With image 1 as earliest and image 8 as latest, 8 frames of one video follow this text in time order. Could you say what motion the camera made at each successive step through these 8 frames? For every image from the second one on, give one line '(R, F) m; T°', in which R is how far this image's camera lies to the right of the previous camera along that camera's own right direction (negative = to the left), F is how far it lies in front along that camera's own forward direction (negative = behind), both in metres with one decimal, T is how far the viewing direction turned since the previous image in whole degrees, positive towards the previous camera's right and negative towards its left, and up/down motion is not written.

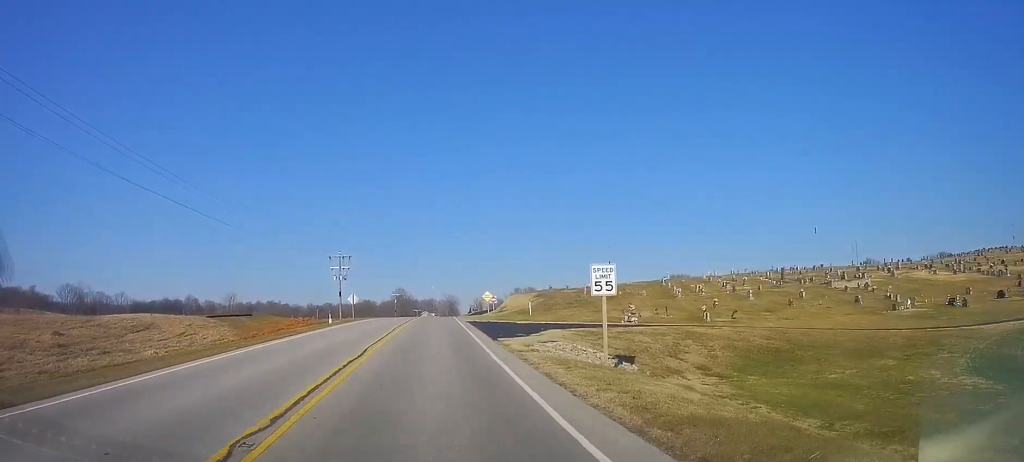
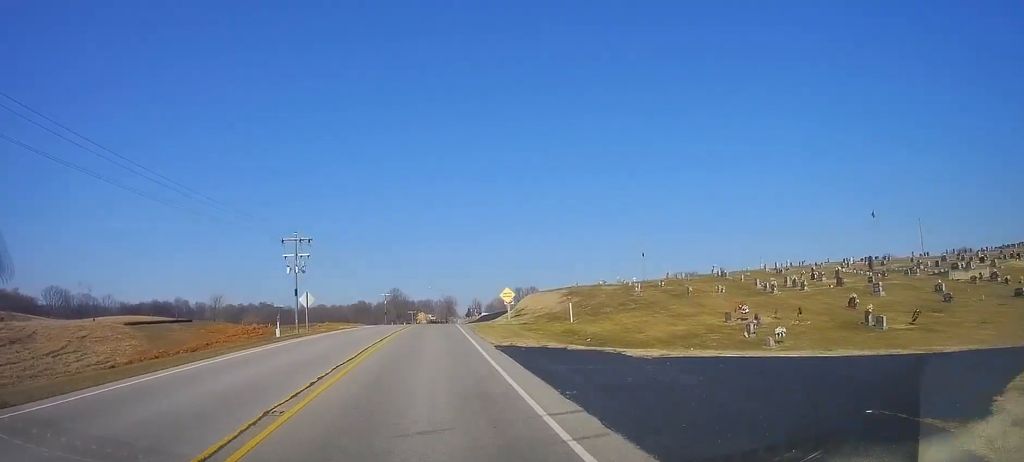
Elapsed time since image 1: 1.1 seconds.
(0.0, +23.0) m; 0°
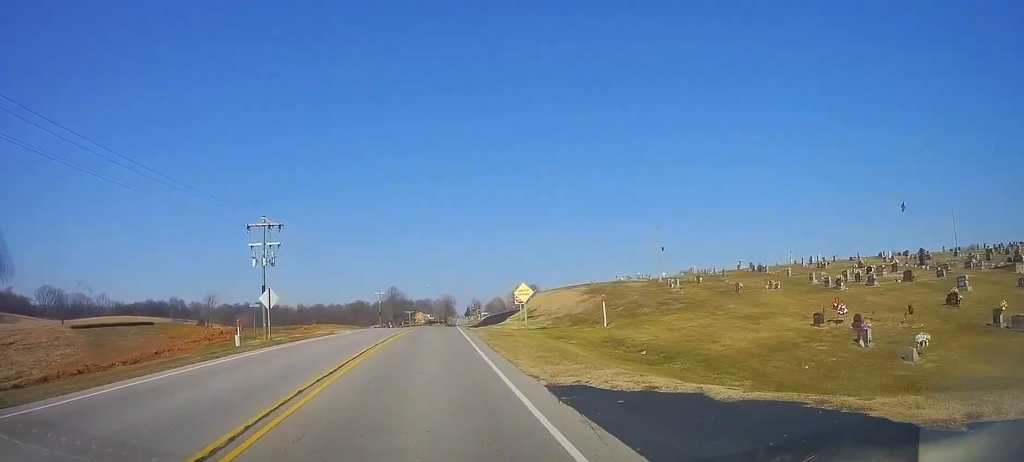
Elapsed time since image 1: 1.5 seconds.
(+0.1, +10.2) m; 0°
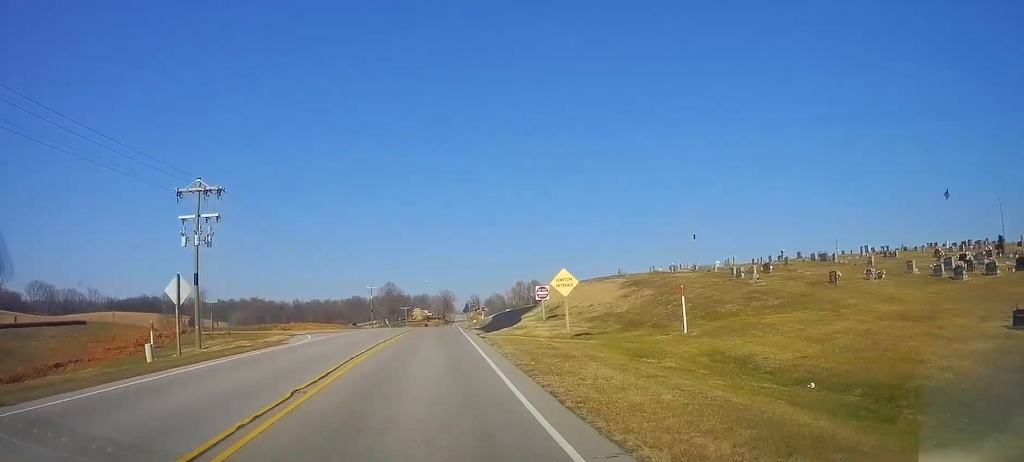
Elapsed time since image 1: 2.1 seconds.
(-0.2, +12.9) m; +1°
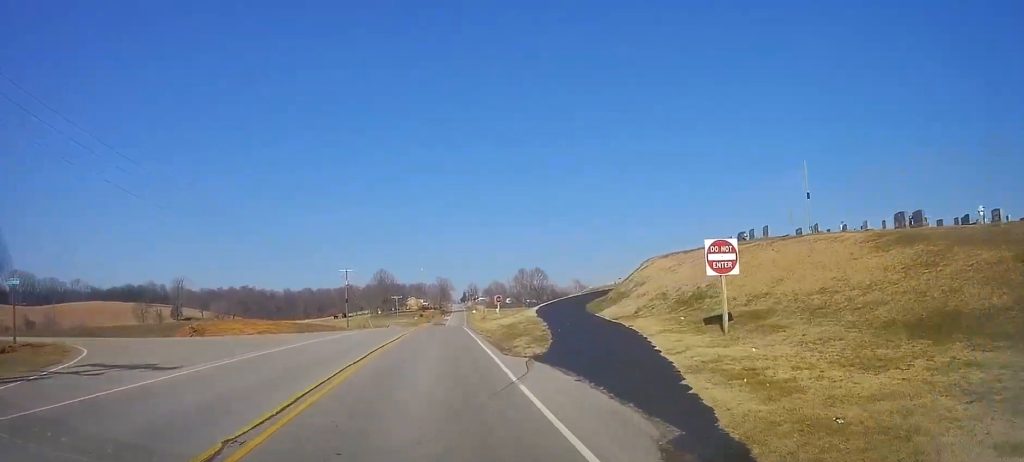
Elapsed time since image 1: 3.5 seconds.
(+0.6, +28.2) m; +1°
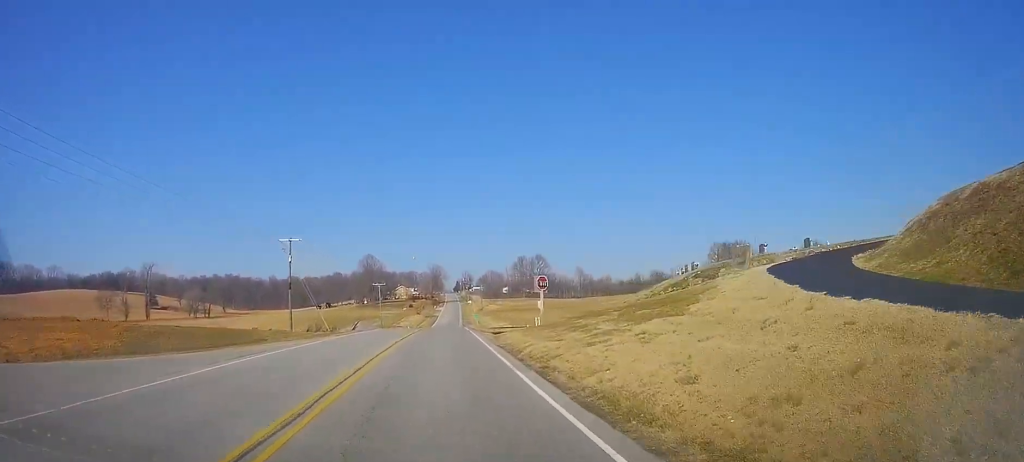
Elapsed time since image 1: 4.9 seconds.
(-0.2, +29.6) m; 0°
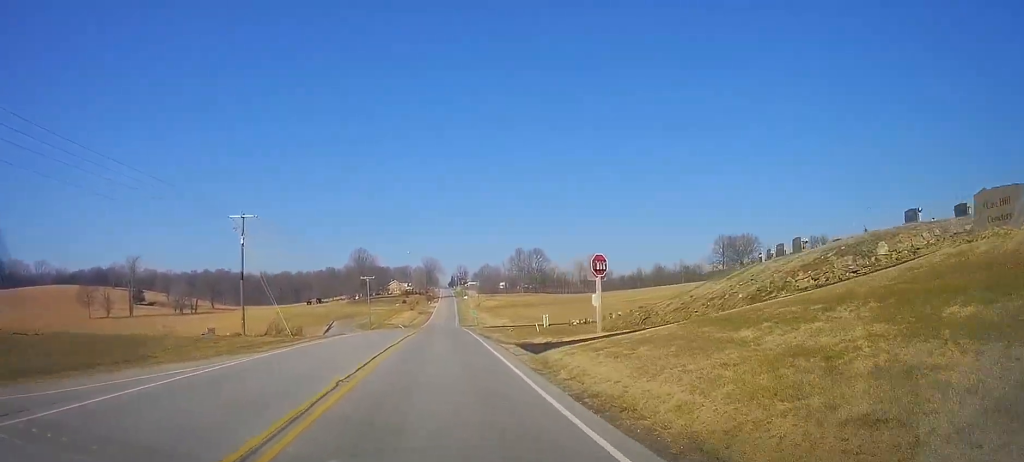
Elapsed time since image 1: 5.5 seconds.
(+0.2, +12.6) m; 0°
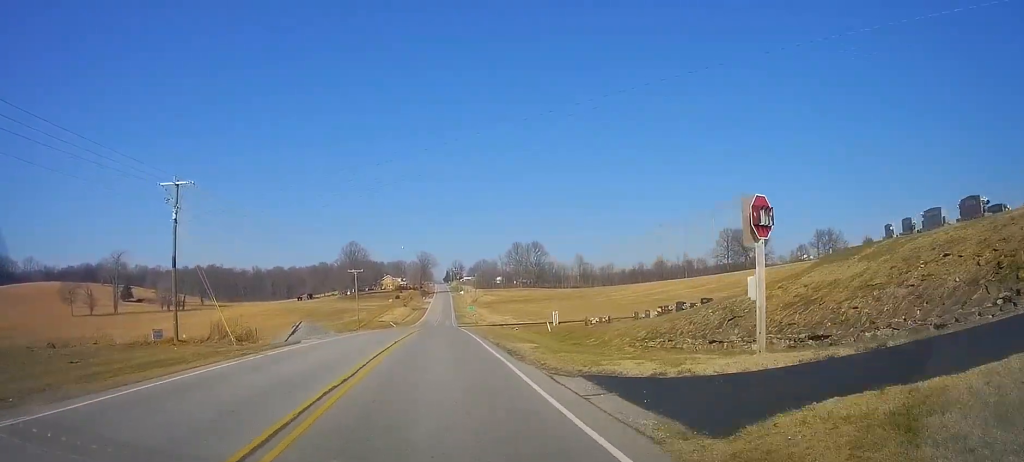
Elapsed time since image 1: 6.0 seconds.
(-0.1, +11.1) m; 0°
